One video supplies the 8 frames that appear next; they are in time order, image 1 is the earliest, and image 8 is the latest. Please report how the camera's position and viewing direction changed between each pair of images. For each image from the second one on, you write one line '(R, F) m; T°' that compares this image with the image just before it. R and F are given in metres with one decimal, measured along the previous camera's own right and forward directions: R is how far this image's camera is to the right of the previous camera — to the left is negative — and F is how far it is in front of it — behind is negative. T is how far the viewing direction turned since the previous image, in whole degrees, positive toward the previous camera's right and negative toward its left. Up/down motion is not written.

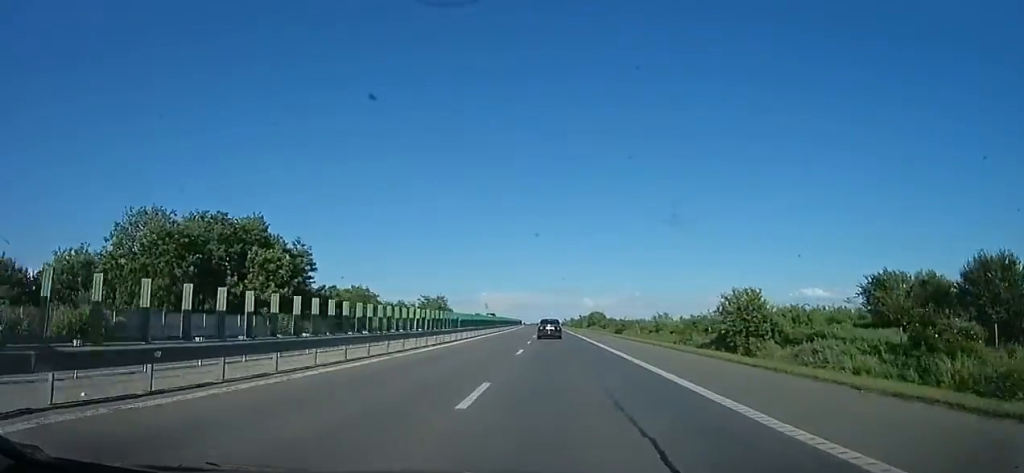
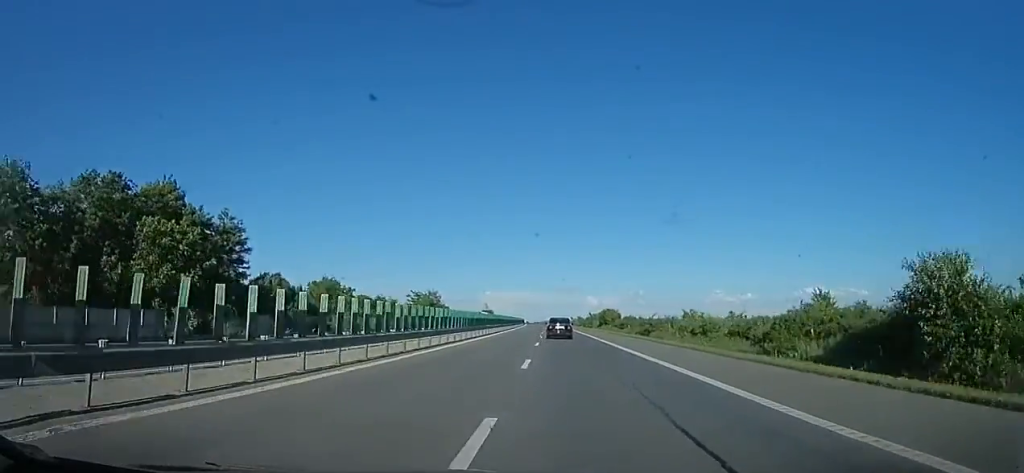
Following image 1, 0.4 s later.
(-0.4, +15.8) m; -2°
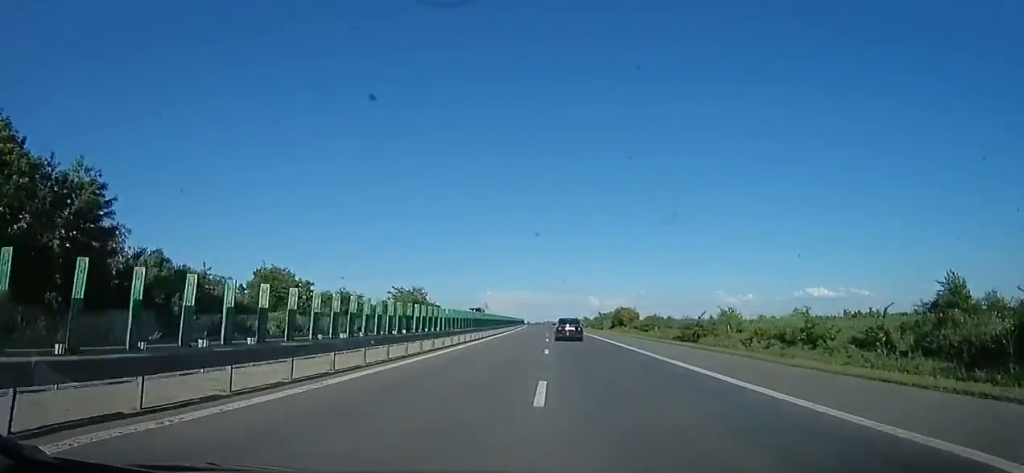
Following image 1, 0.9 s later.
(+0.1, +17.6) m; -2°
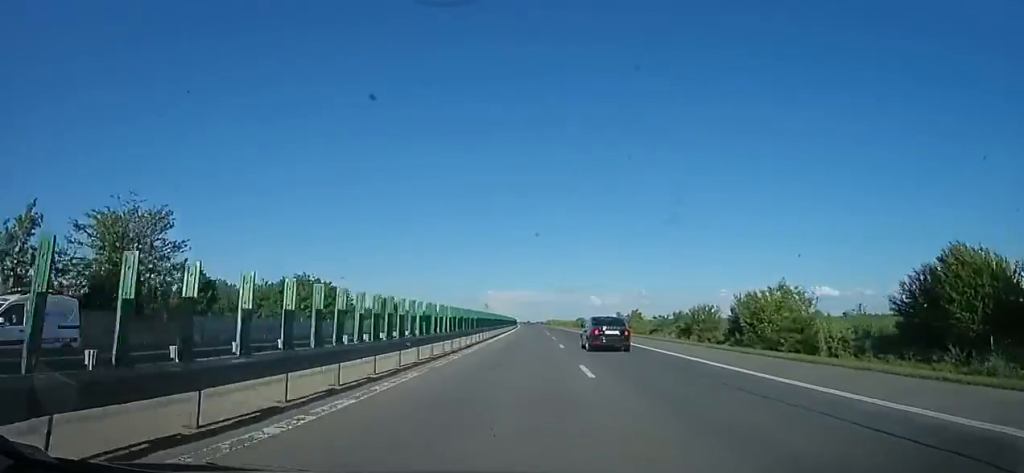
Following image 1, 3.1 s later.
(+0.1, +80.8) m; +1°
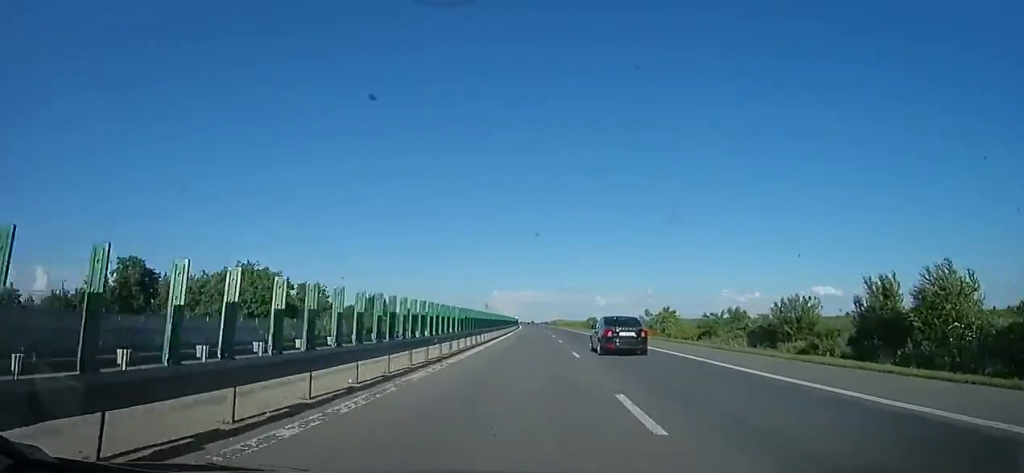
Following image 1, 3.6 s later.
(+0.1, +17.8) m; -1°
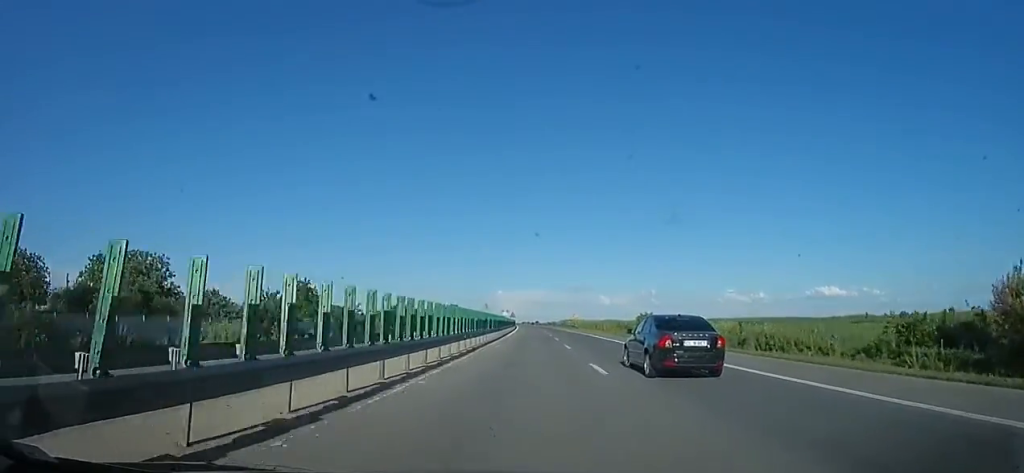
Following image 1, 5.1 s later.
(-1.4, +54.3) m; -1°
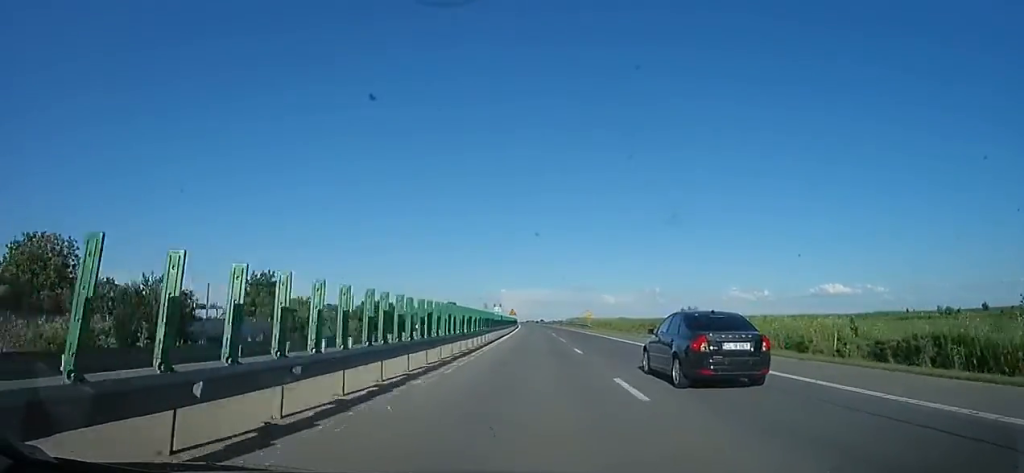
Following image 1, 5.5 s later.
(+0.6, +16.9) m; 0°
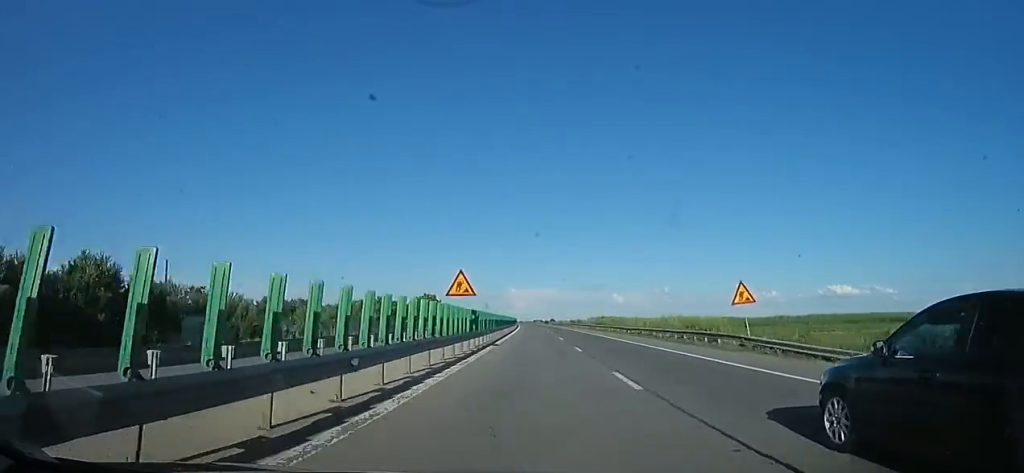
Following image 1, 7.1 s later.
(-1.4, +62.1) m; -2°
